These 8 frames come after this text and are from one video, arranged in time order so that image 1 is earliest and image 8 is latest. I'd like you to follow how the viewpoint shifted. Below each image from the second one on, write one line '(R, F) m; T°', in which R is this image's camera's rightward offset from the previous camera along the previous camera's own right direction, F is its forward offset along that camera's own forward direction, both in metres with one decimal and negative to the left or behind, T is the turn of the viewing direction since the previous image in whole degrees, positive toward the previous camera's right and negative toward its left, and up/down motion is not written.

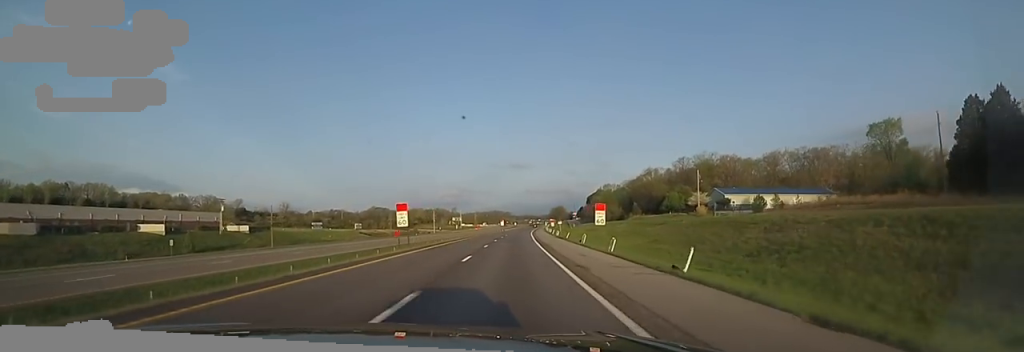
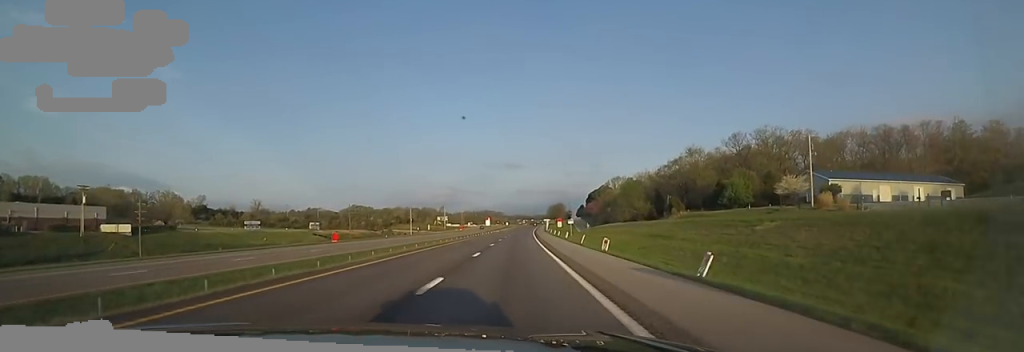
(+1.5, +46.1) m; +2°
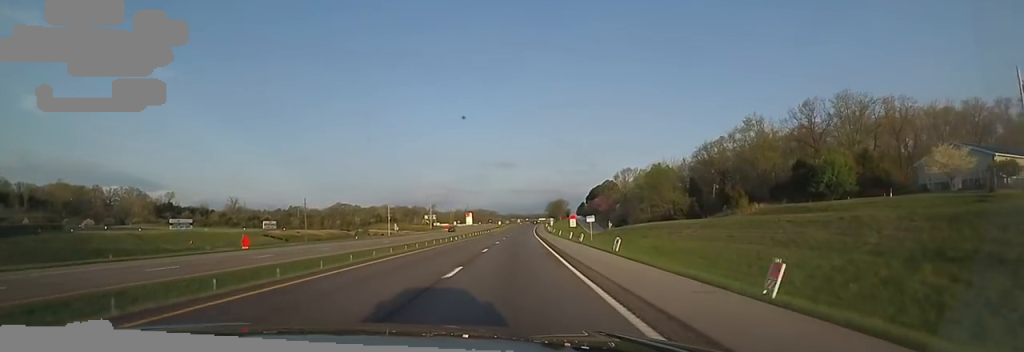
(-0.3, +33.1) m; 0°
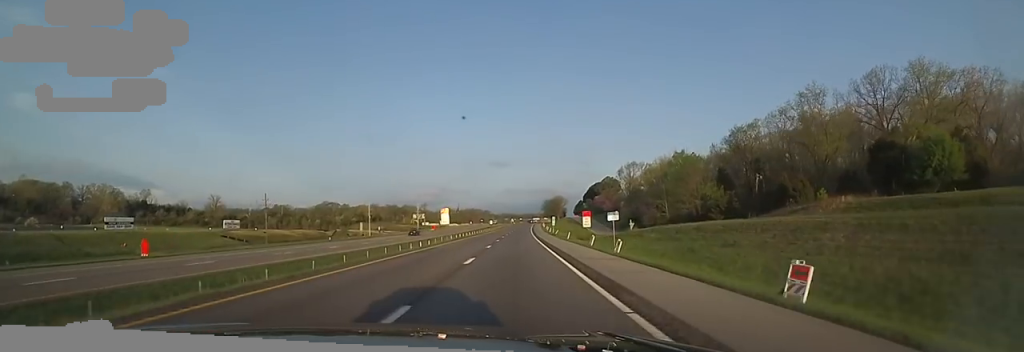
(+0.3, +19.9) m; 0°
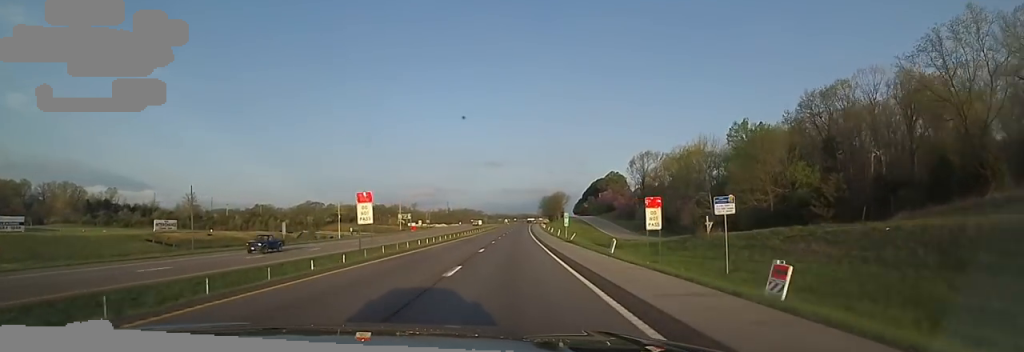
(-0.3, +27.9) m; +2°
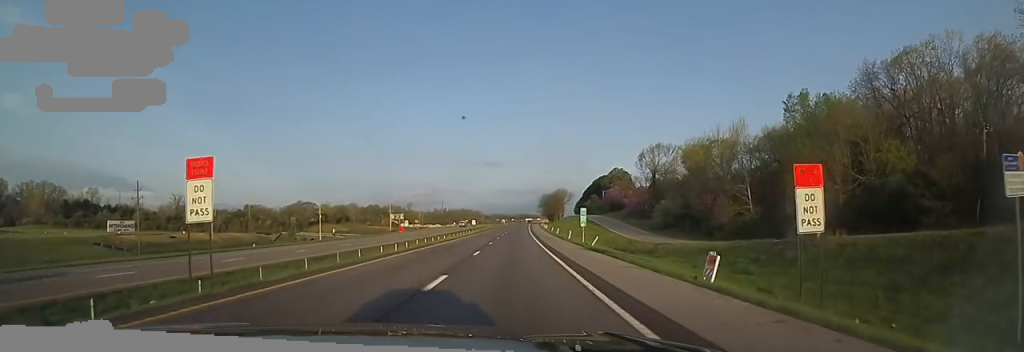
(+0.4, +14.8) m; +1°
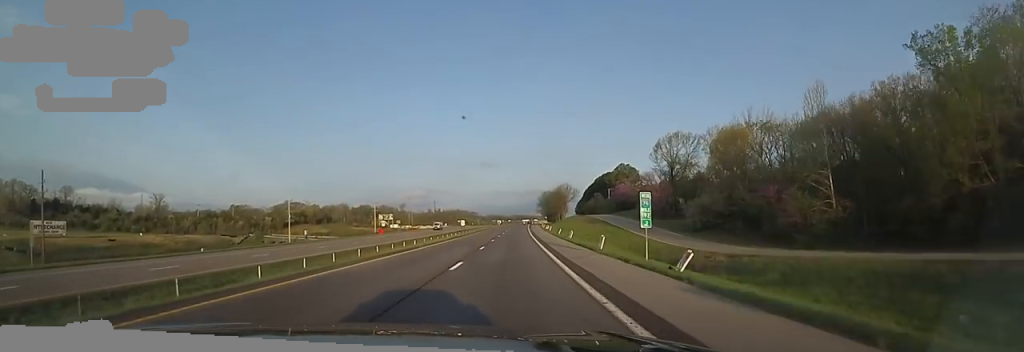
(+0.9, +19.5) m; 0°
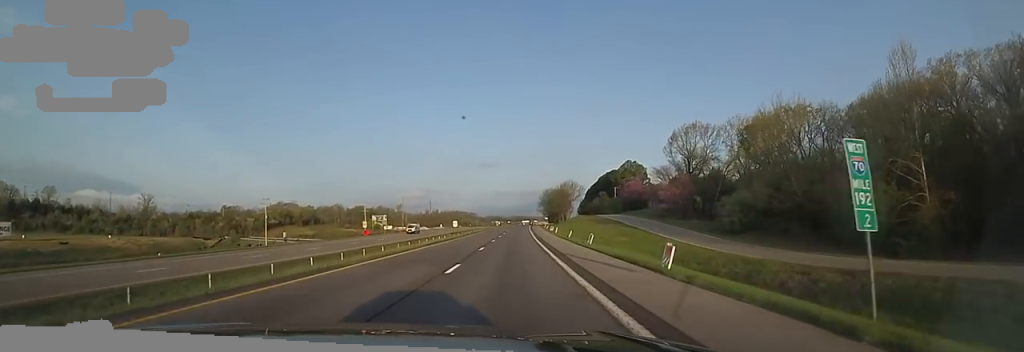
(-0.6, +13.3) m; -1°
